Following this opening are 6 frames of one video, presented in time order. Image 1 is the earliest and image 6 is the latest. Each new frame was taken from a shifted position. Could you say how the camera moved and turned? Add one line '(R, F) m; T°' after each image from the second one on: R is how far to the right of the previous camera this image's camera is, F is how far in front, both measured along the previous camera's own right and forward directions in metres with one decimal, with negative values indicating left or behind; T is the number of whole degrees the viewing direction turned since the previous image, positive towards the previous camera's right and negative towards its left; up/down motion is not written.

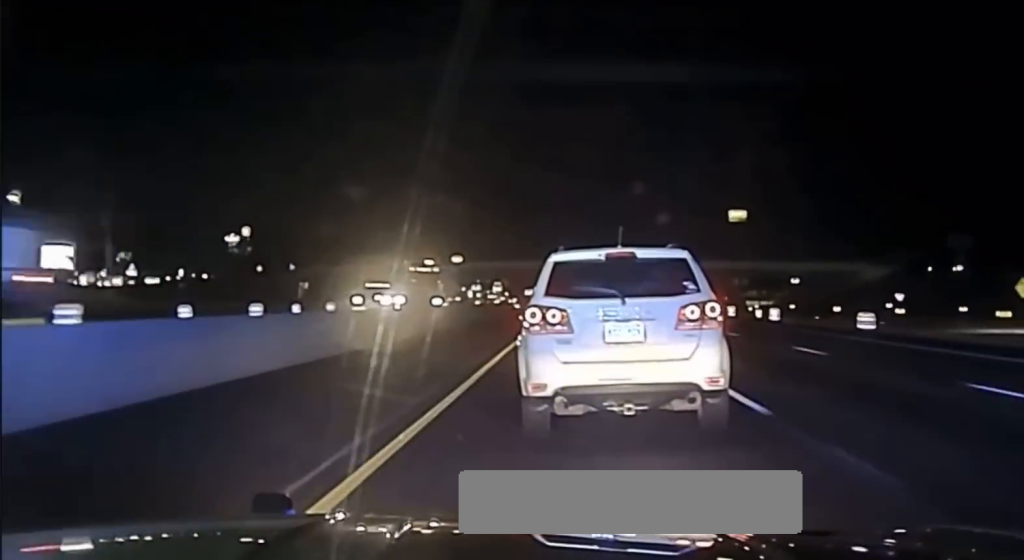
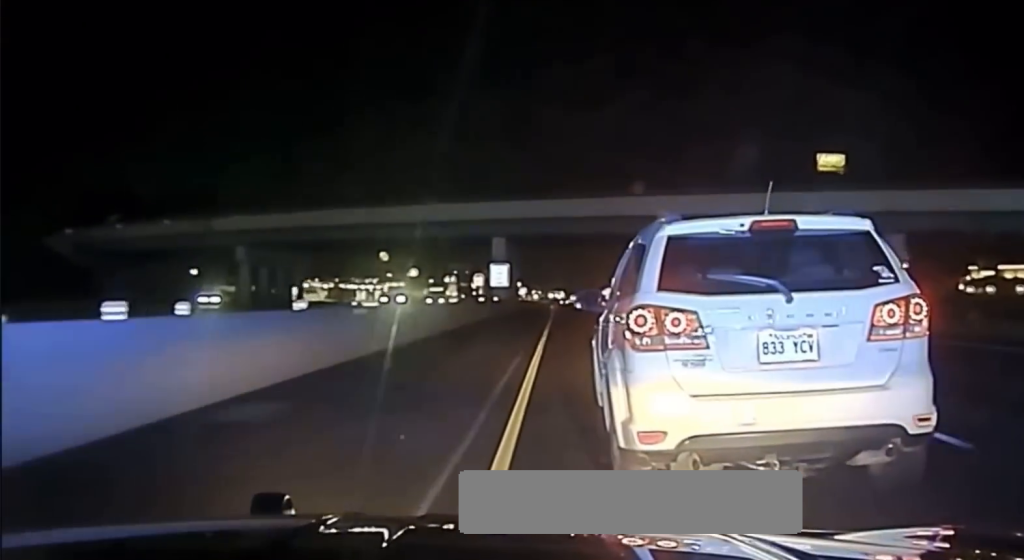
(+0.7, +109.9) m; +1°
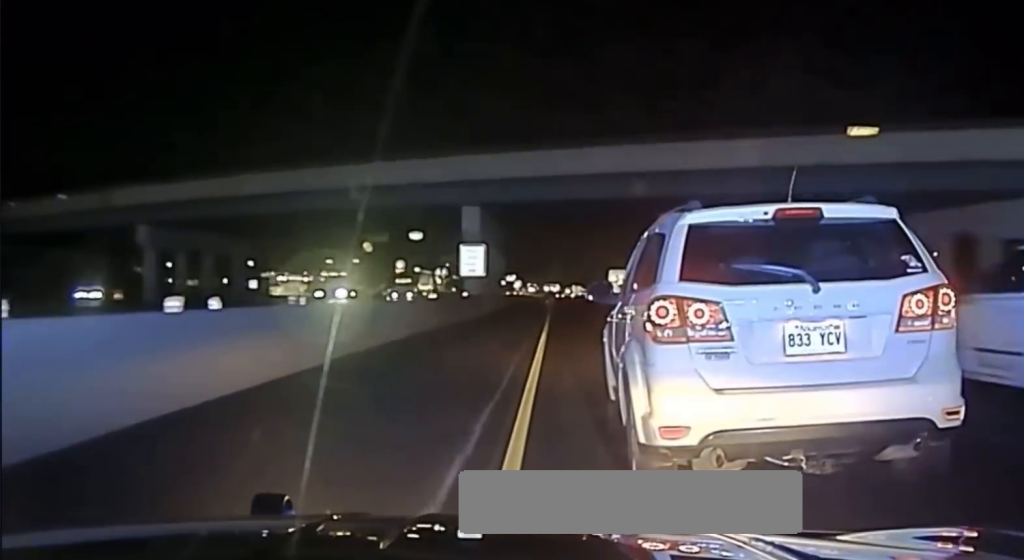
(0.0, +22.7) m; 0°
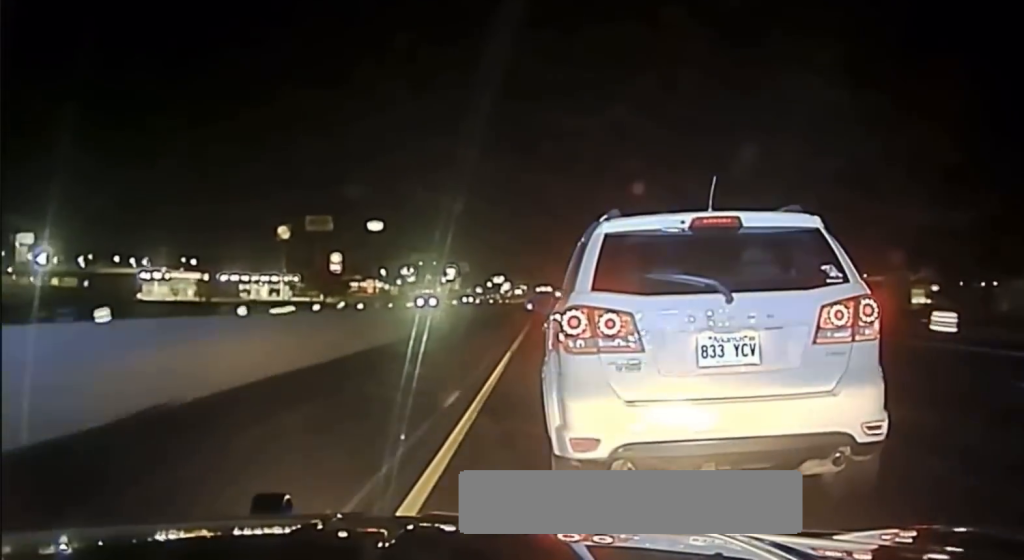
(-0.1, +91.2) m; 0°
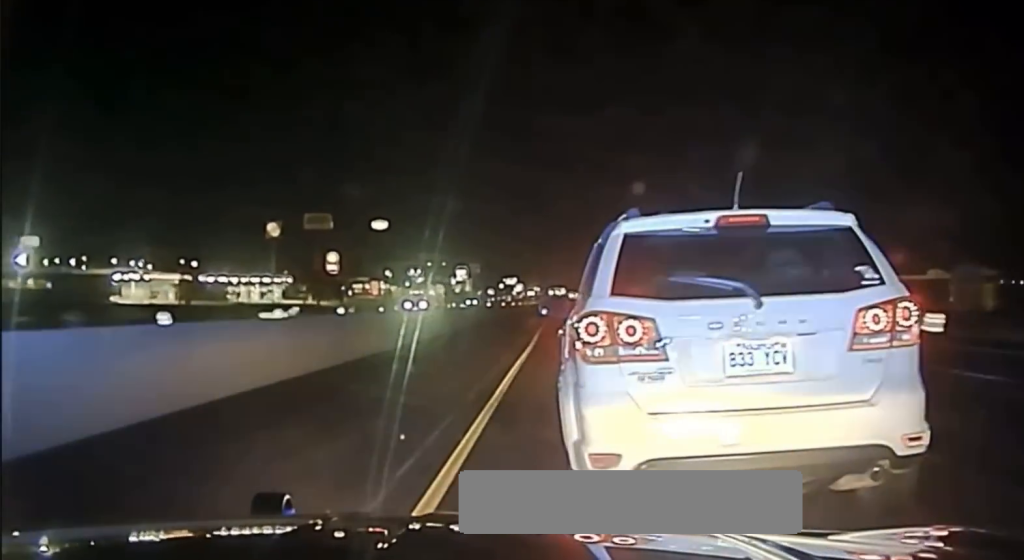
(-0.1, +18.3) m; 0°
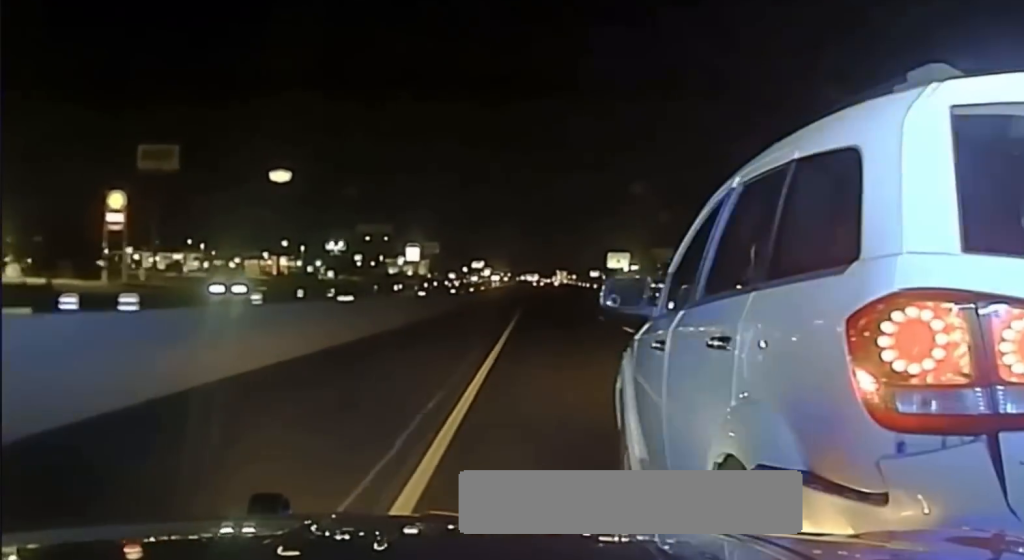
(0.0, +114.8) m; +2°
